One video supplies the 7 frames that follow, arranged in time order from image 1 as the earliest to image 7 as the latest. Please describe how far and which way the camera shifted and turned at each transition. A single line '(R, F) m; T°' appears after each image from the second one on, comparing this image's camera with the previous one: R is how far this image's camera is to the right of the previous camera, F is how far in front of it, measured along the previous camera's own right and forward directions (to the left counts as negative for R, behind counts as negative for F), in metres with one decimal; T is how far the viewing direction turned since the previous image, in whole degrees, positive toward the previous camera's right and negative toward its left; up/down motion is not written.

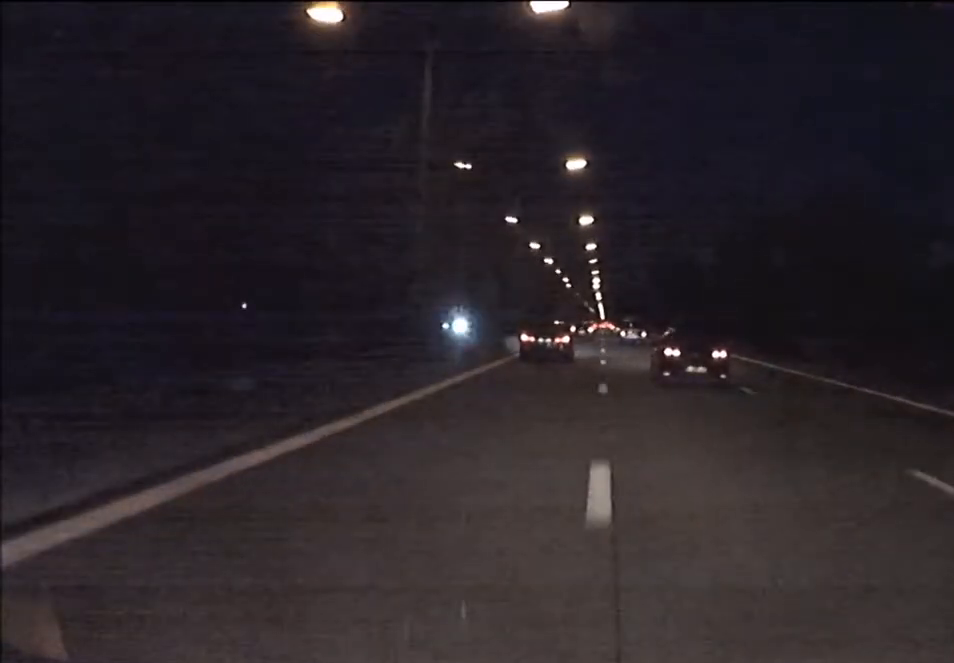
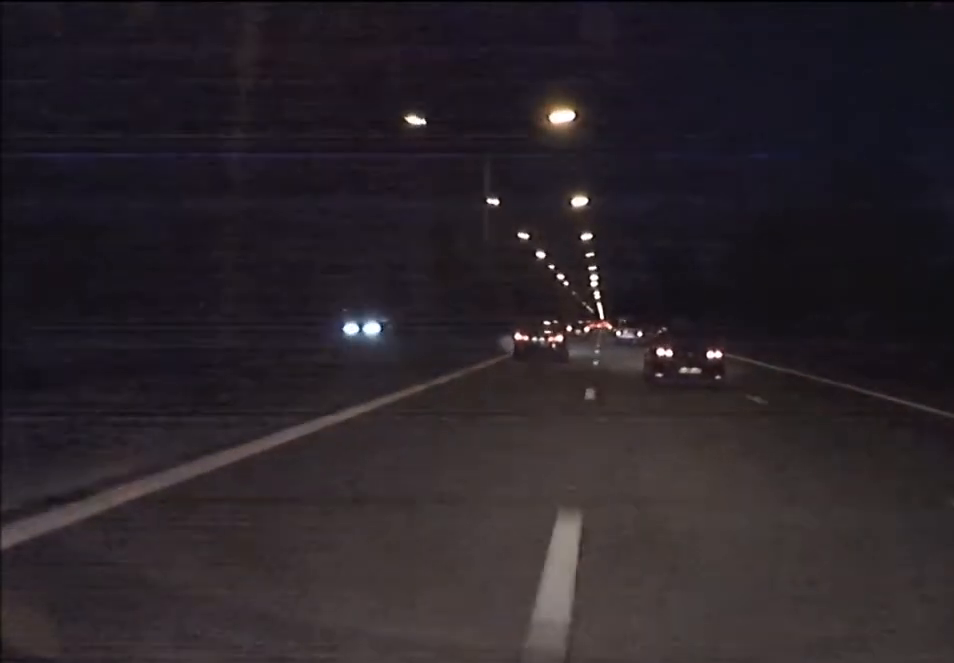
(0.0, +14.6) m; 0°
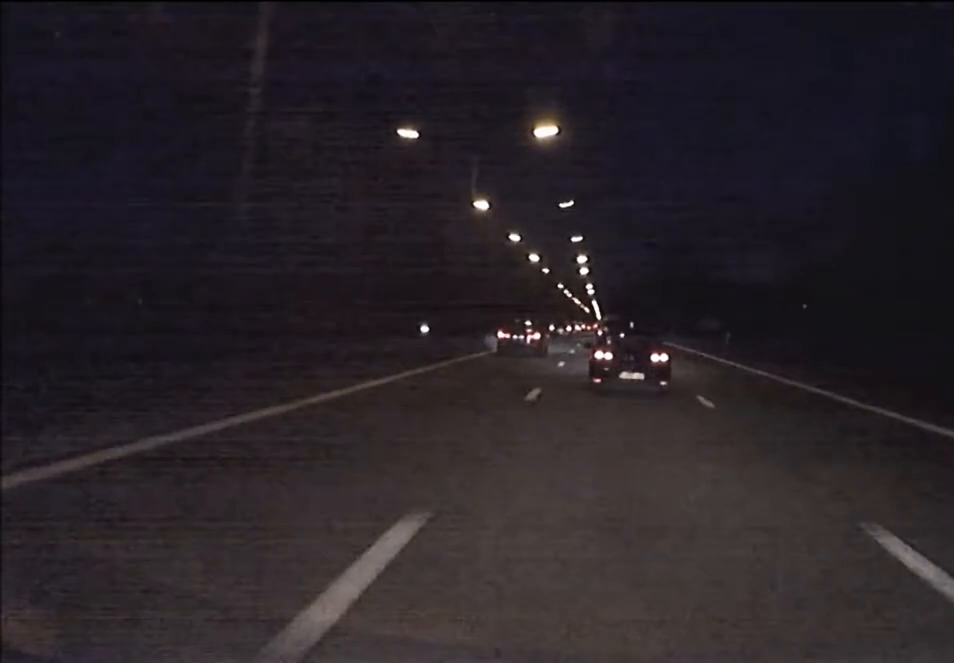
(+0.2, +63.0) m; 0°
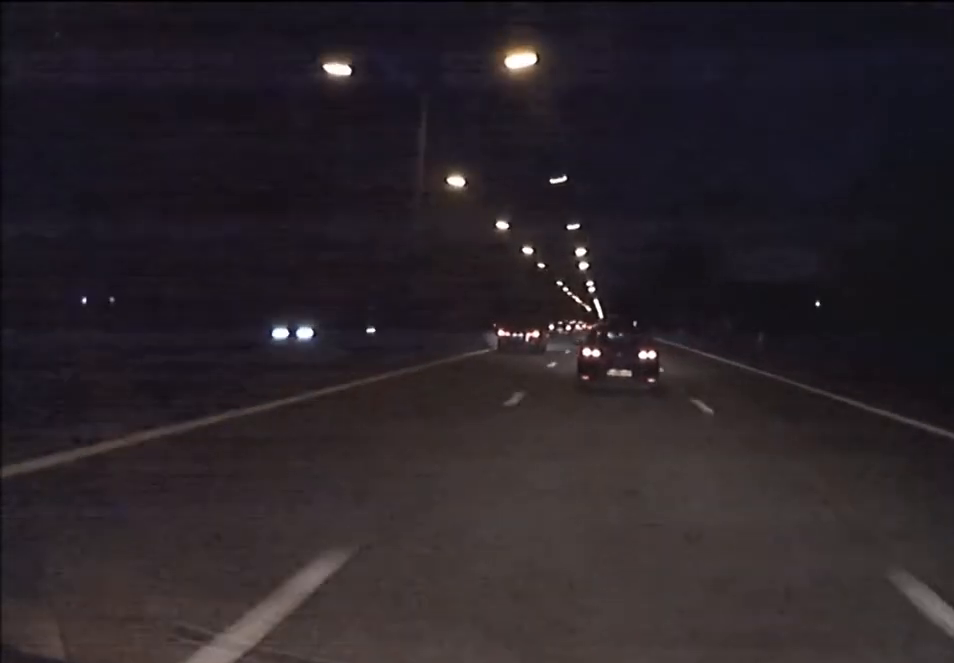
(0.0, +12.2) m; 0°
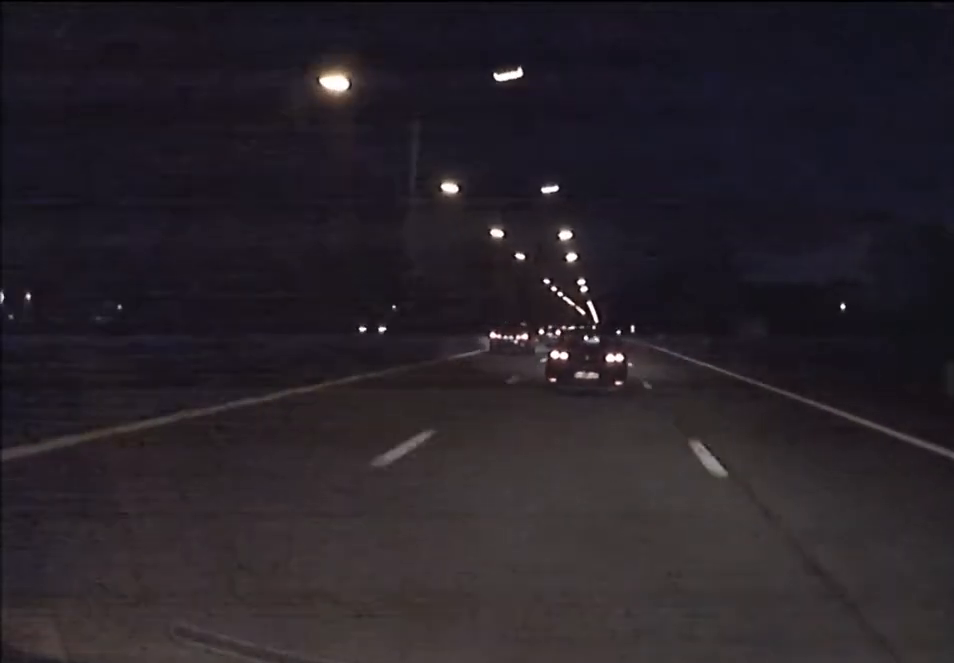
(0.0, +31.0) m; 0°
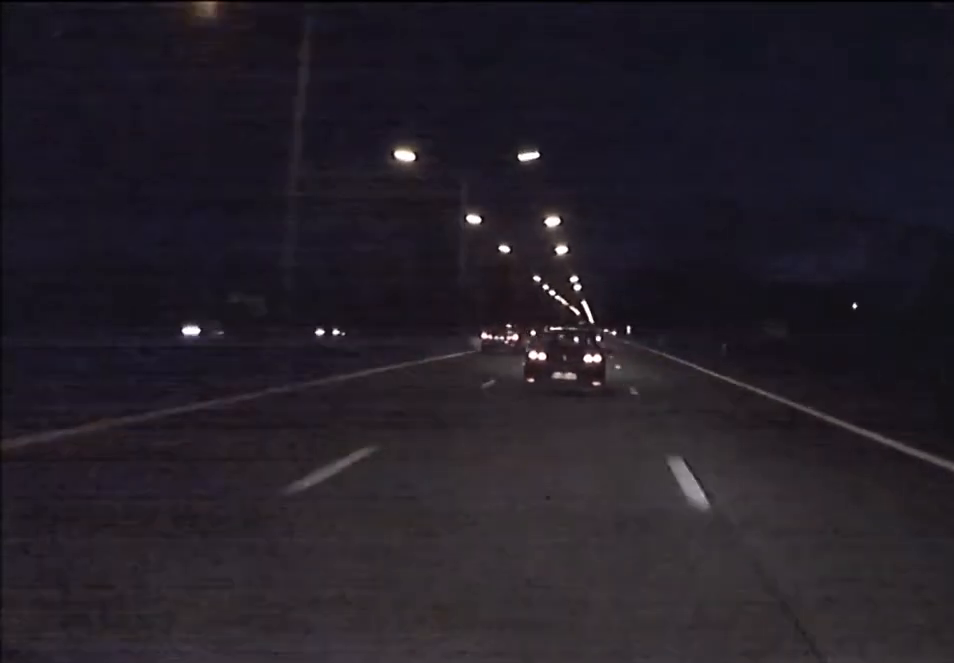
(0.0, +14.2) m; 0°
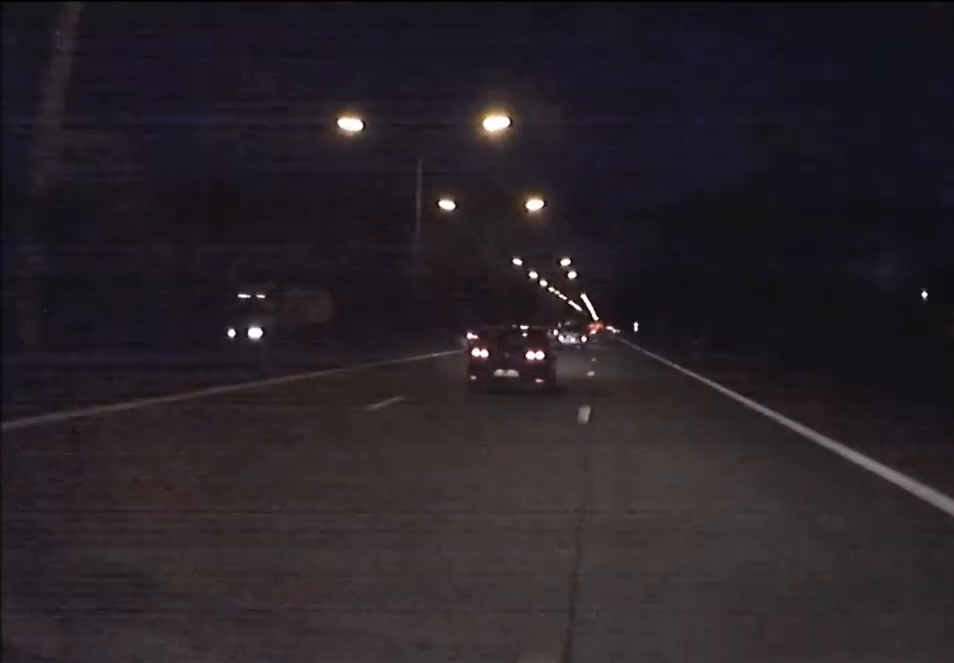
(-0.1, +44.4) m; 0°
